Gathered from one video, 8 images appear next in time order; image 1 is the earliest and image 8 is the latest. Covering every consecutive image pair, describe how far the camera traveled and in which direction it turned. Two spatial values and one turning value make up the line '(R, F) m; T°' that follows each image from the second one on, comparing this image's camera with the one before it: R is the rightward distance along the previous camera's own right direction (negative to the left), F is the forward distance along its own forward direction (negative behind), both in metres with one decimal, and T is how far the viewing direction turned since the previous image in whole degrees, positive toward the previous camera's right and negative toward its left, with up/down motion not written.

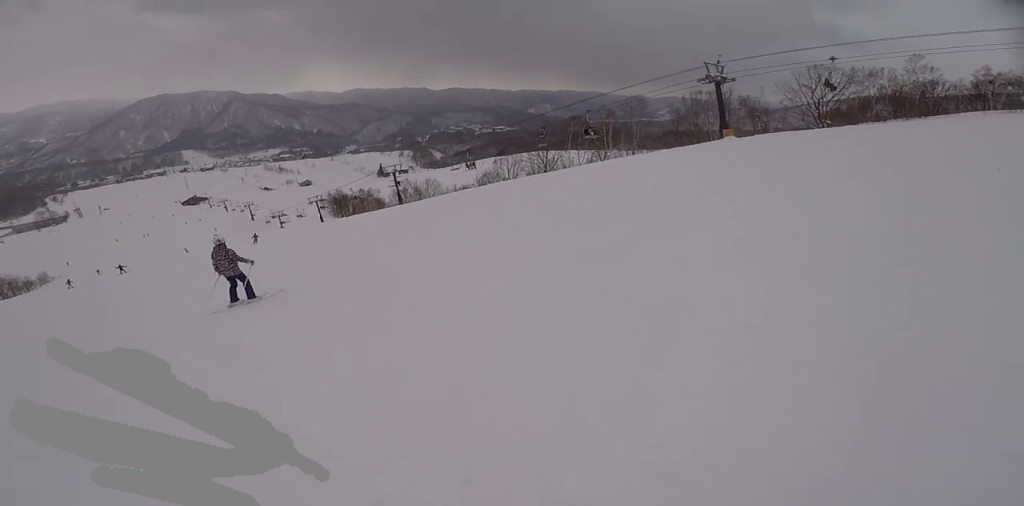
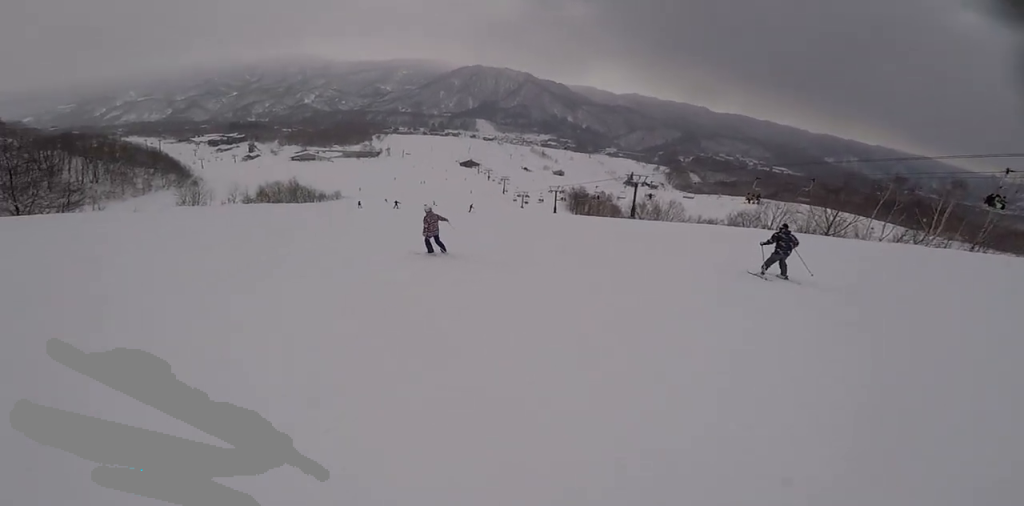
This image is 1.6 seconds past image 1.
(-0.9, +6.5) m; -31°
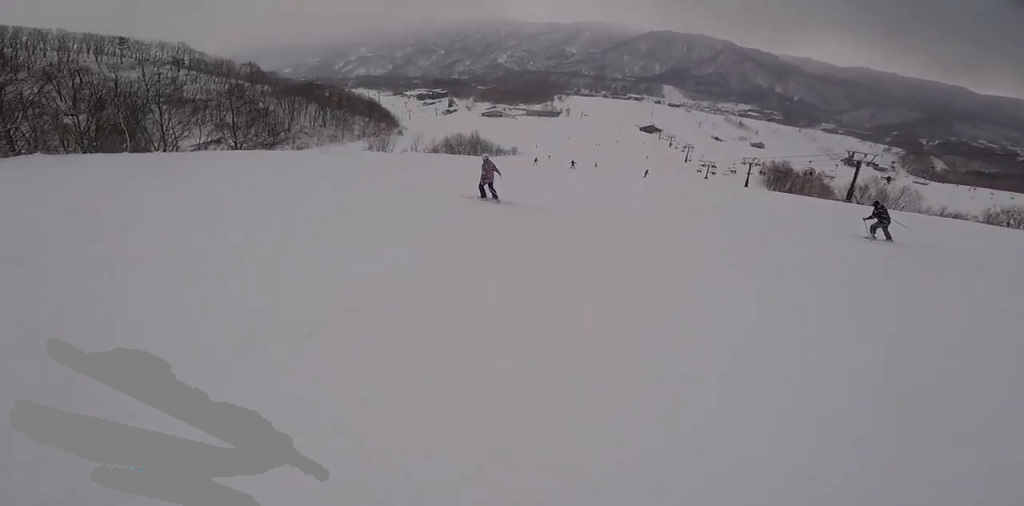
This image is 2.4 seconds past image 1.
(-1.1, +3.9) m; -17°
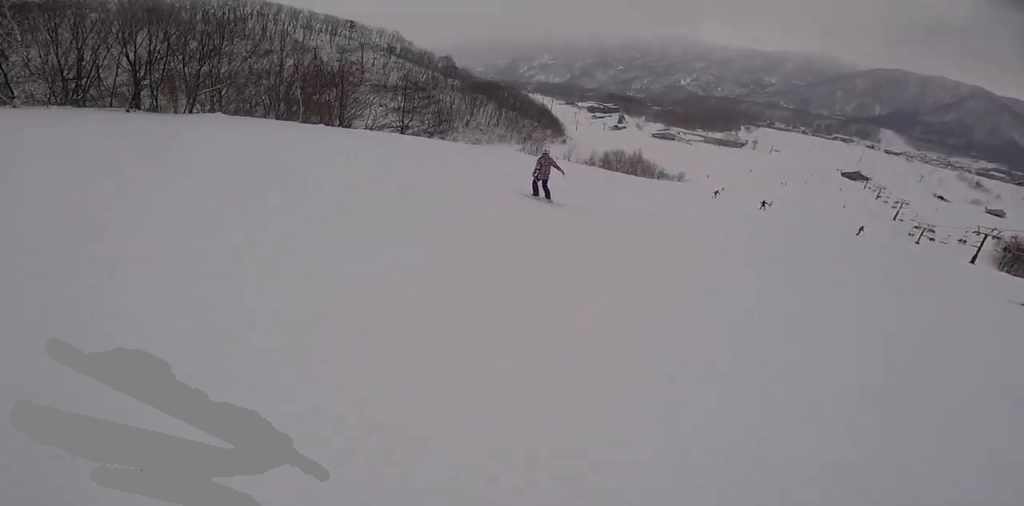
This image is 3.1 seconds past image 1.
(-0.2, +3.4) m; -12°
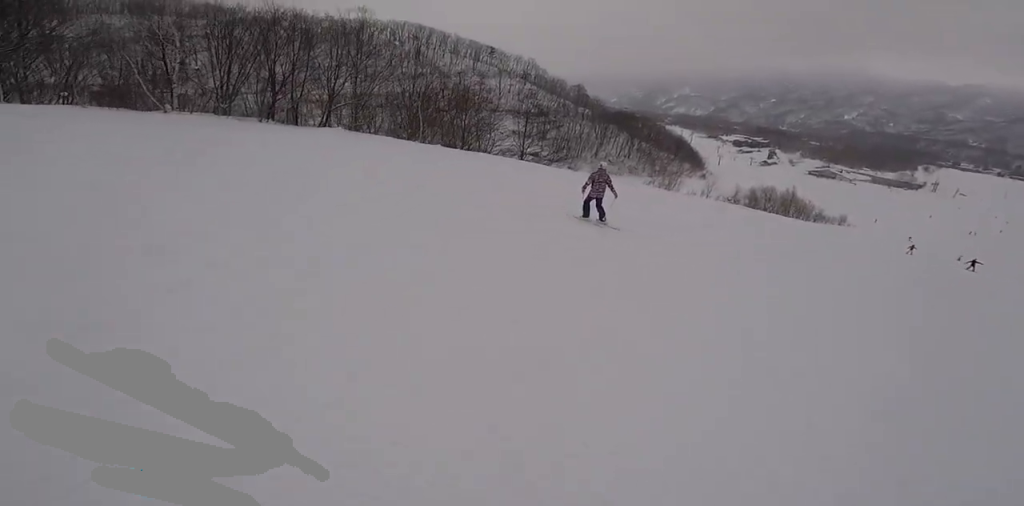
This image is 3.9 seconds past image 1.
(-0.4, +3.0) m; -20°
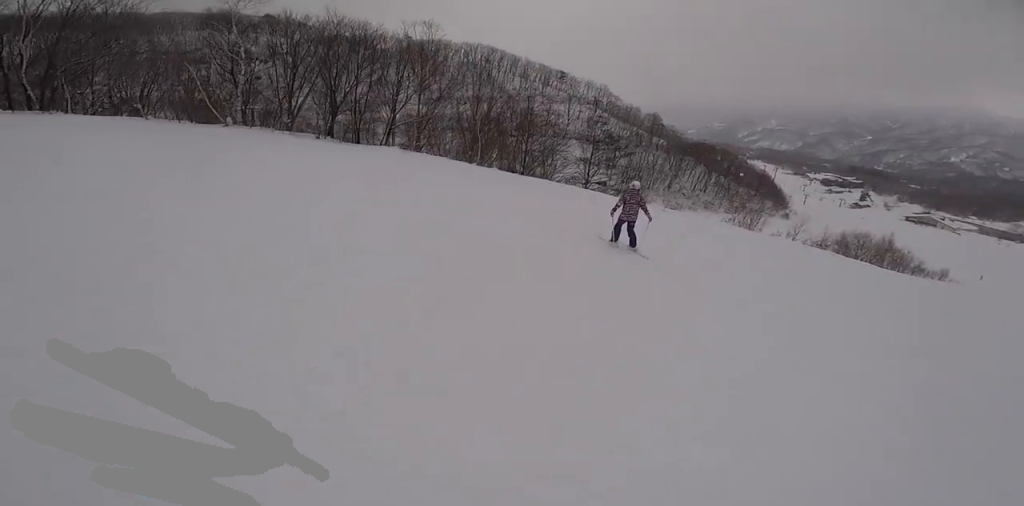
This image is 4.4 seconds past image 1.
(+0.1, +2.2) m; -18°
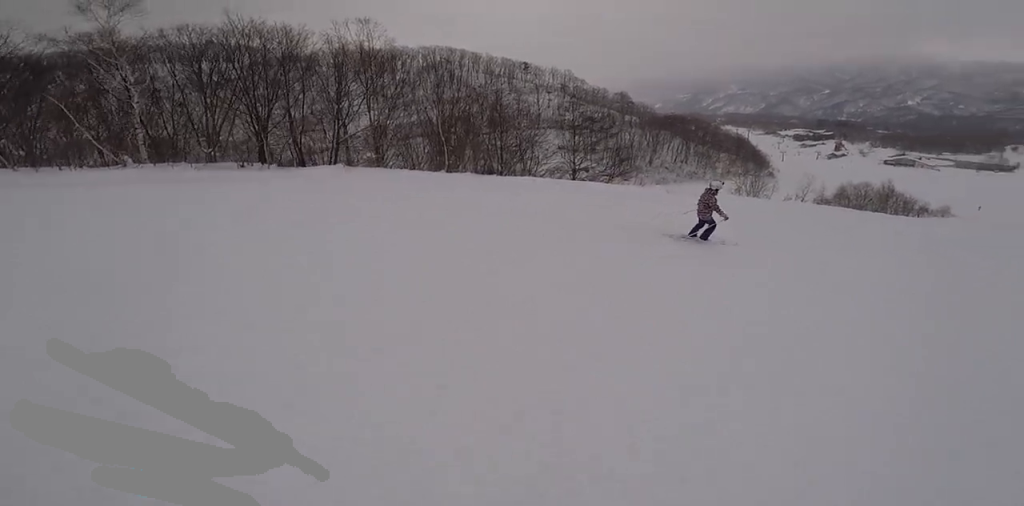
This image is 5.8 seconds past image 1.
(-1.6, +4.7) m; -1°
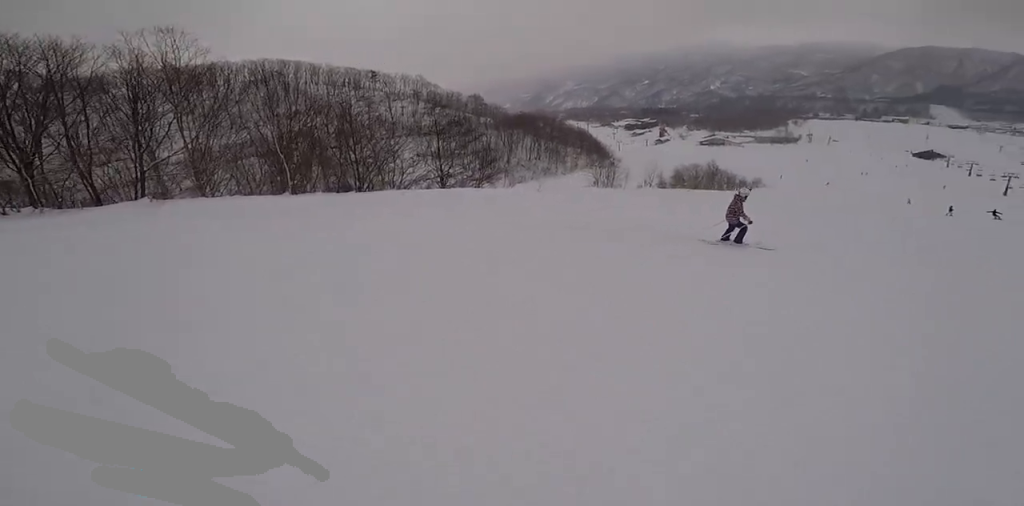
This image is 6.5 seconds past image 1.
(+0.3, +2.5) m; +30°
